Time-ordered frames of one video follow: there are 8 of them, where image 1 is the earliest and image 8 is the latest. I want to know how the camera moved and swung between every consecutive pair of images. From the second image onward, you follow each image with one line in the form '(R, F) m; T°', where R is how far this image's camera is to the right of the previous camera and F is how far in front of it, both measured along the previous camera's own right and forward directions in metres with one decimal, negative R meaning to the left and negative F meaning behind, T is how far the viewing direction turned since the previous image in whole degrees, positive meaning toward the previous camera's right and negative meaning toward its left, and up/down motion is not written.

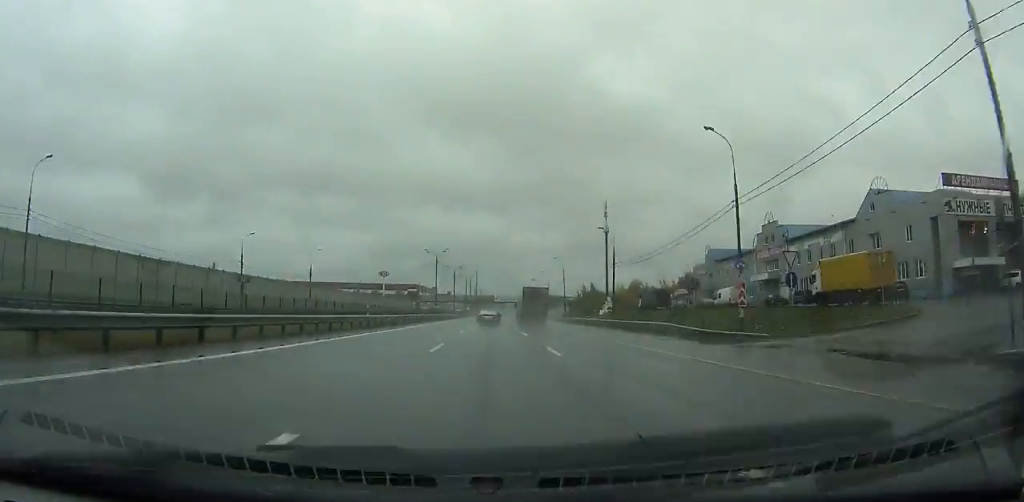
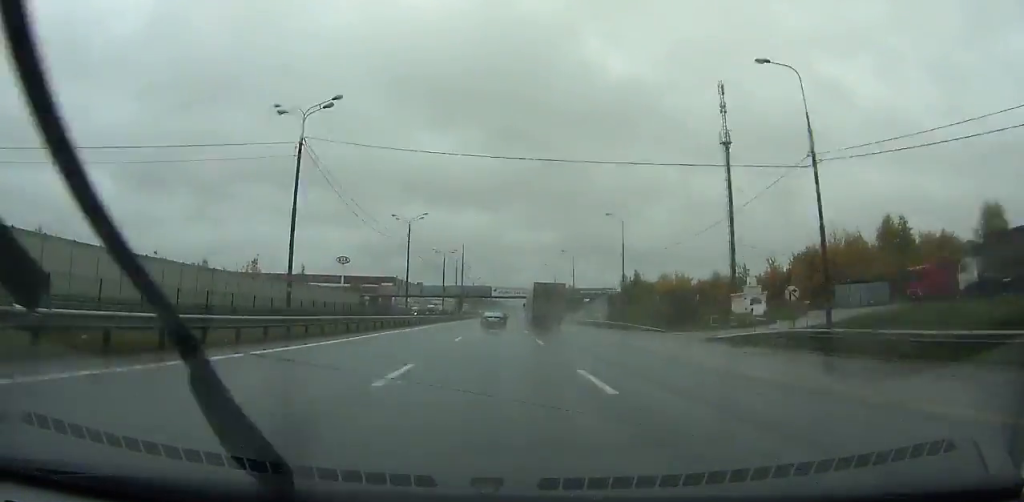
(+0.6, +89.8) m; +1°
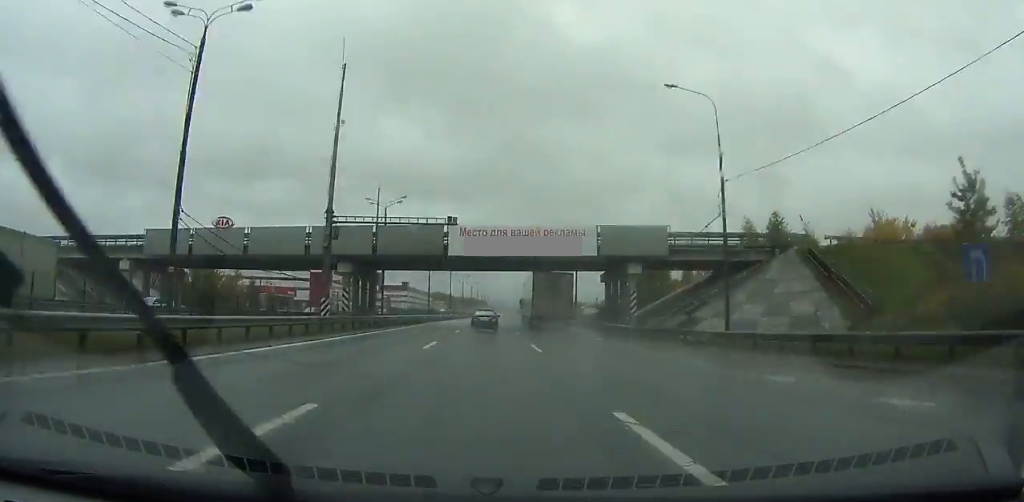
(+0.8, +112.0) m; +1°
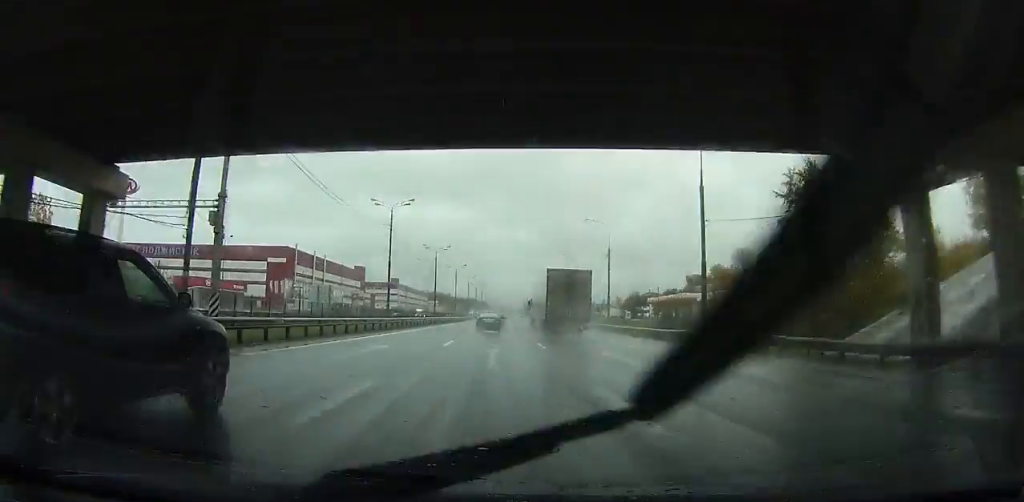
(+0.1, +49.4) m; 0°
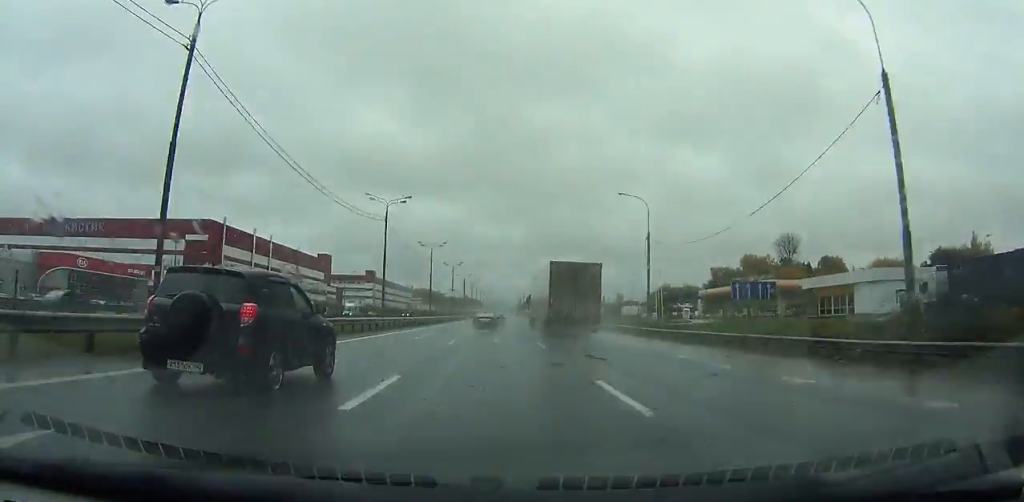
(0.0, +51.1) m; 0°
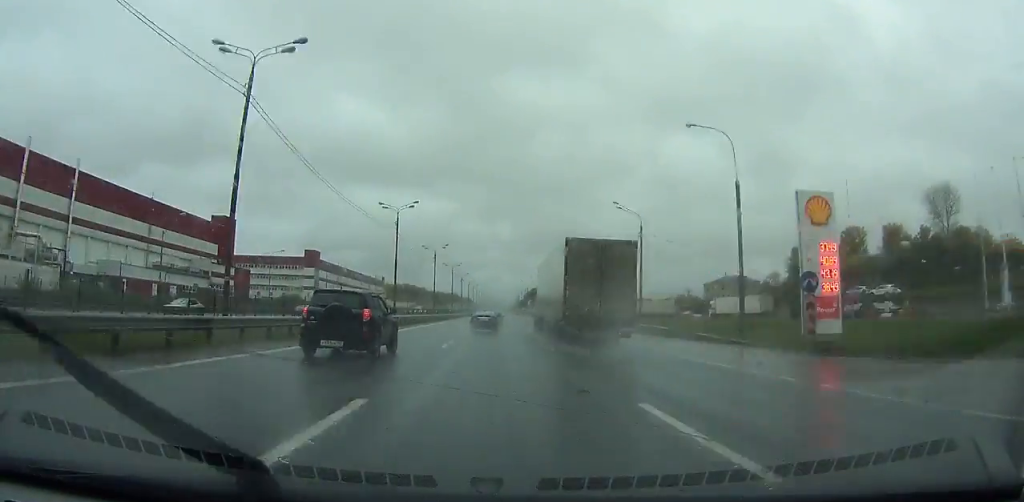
(+0.6, +82.5) m; +1°
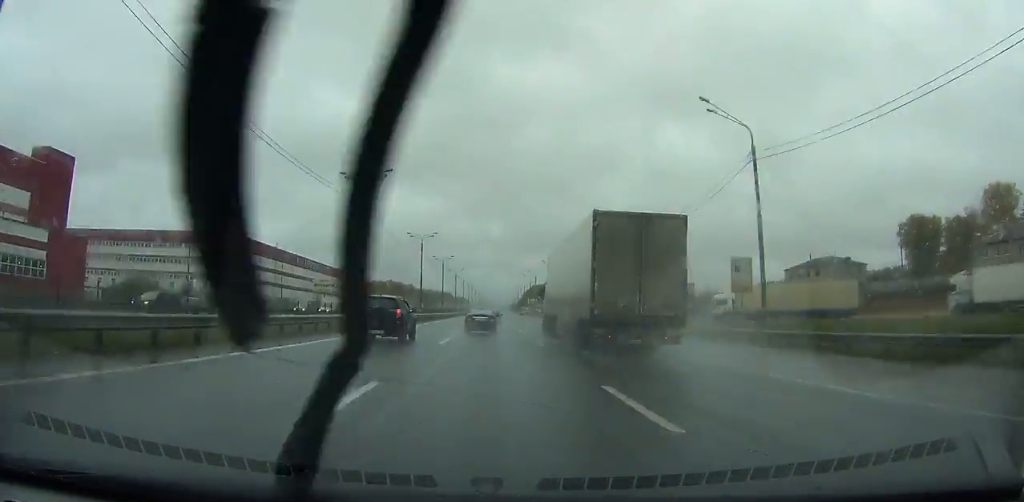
(+0.2, +59.6) m; 0°
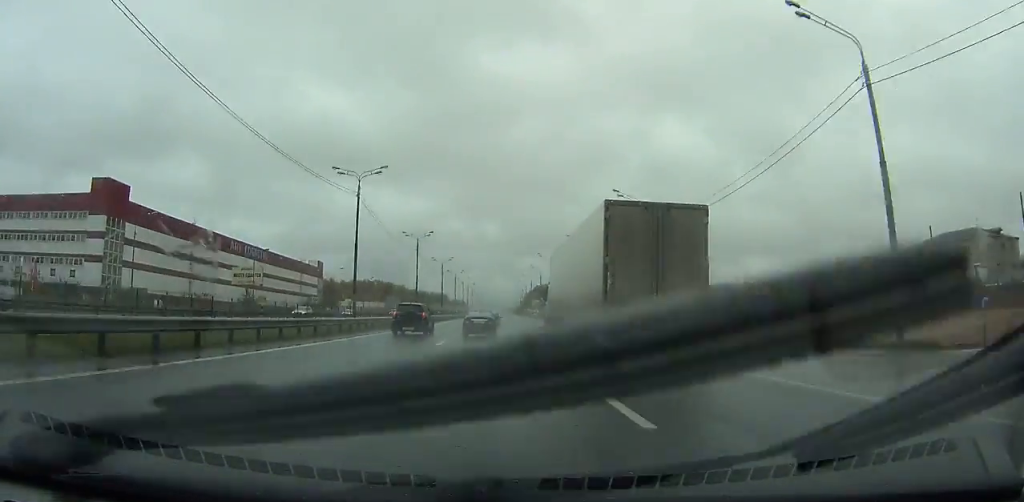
(+0.2, +44.9) m; 0°
